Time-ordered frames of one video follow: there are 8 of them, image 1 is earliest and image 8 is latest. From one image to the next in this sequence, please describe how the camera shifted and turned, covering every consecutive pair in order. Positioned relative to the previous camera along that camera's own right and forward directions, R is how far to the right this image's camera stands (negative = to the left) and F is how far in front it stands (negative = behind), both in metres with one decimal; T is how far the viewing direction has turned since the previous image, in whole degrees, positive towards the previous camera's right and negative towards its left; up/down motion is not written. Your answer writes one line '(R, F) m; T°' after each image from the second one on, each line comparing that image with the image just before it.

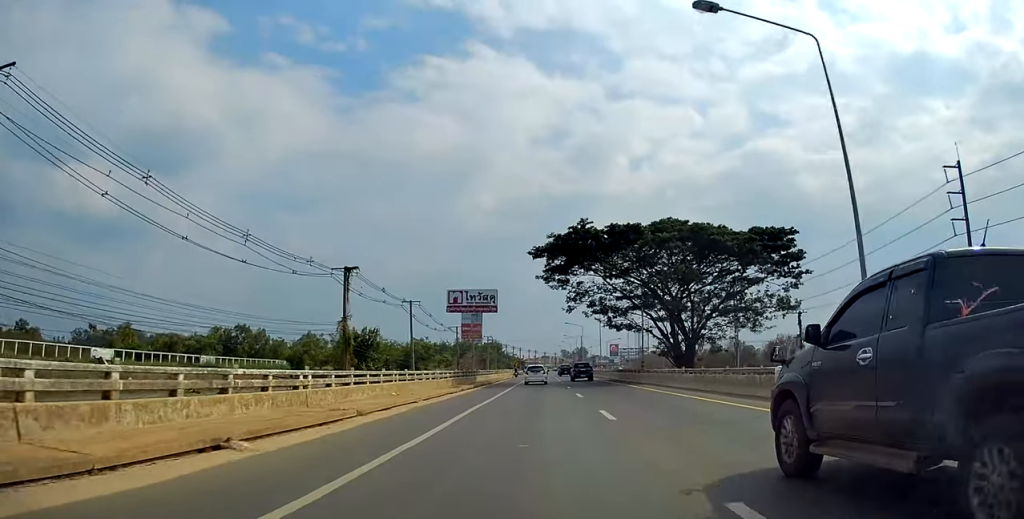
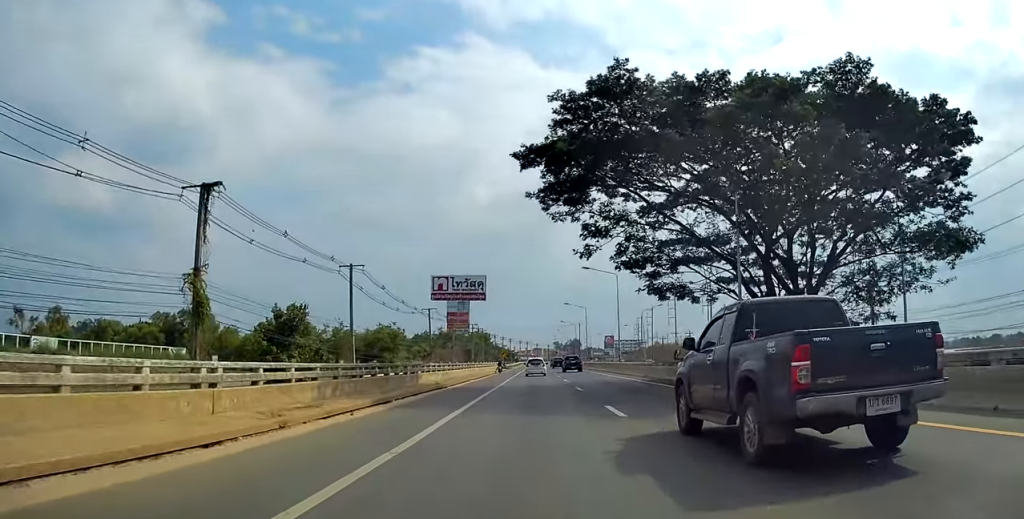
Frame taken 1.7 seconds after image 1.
(-1.4, +25.9) m; -1°
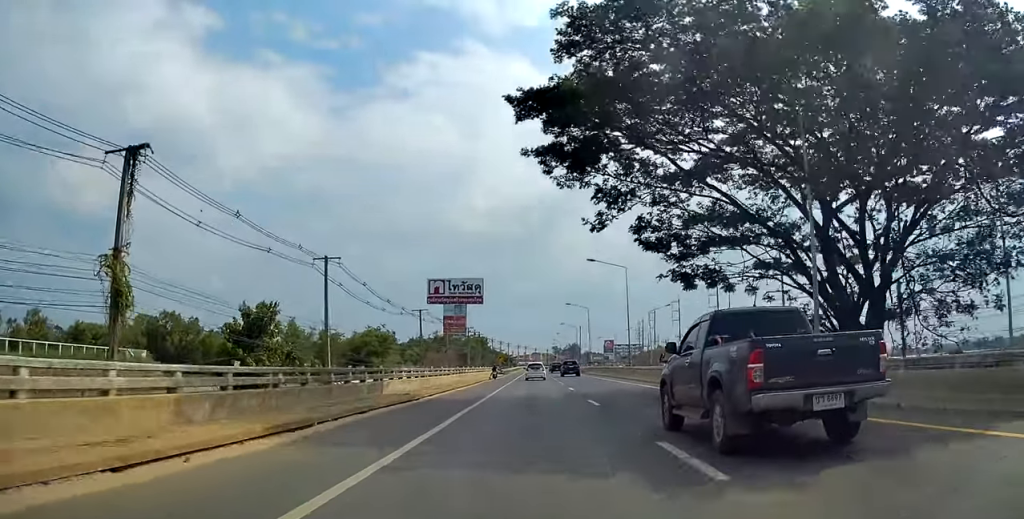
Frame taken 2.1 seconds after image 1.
(0.0, +7.0) m; +1°
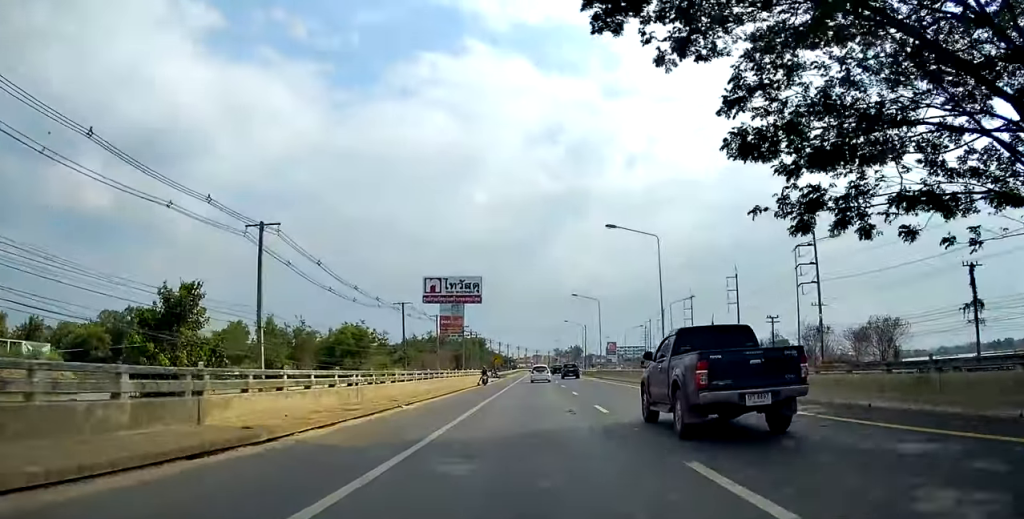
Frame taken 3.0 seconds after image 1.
(+0.6, +14.2) m; 0°
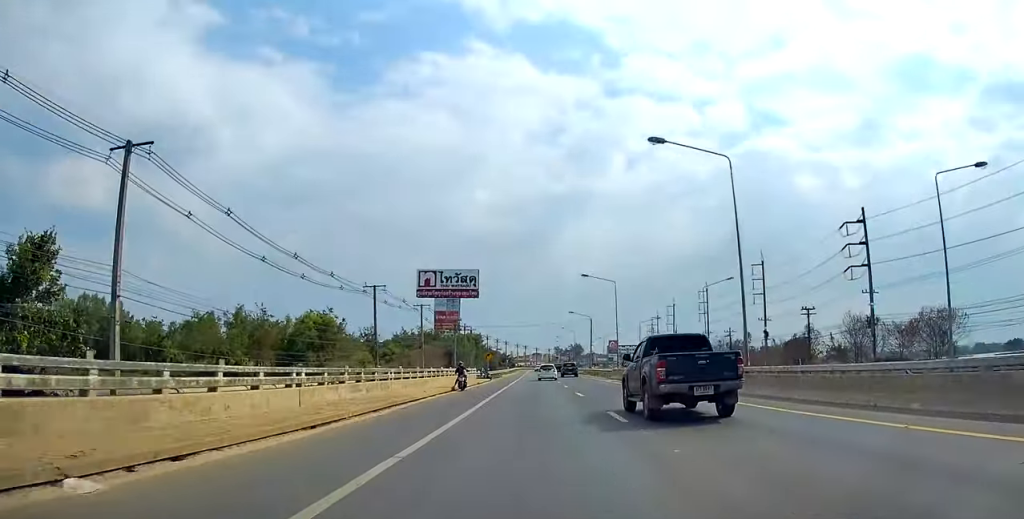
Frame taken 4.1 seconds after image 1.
(-0.7, +16.1) m; 0°
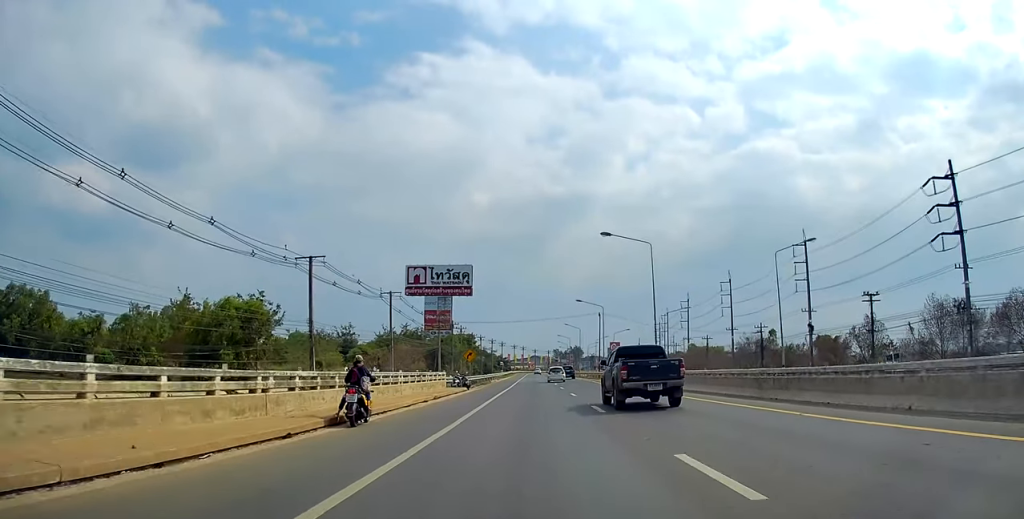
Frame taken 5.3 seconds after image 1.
(+1.1, +20.6) m; +3°
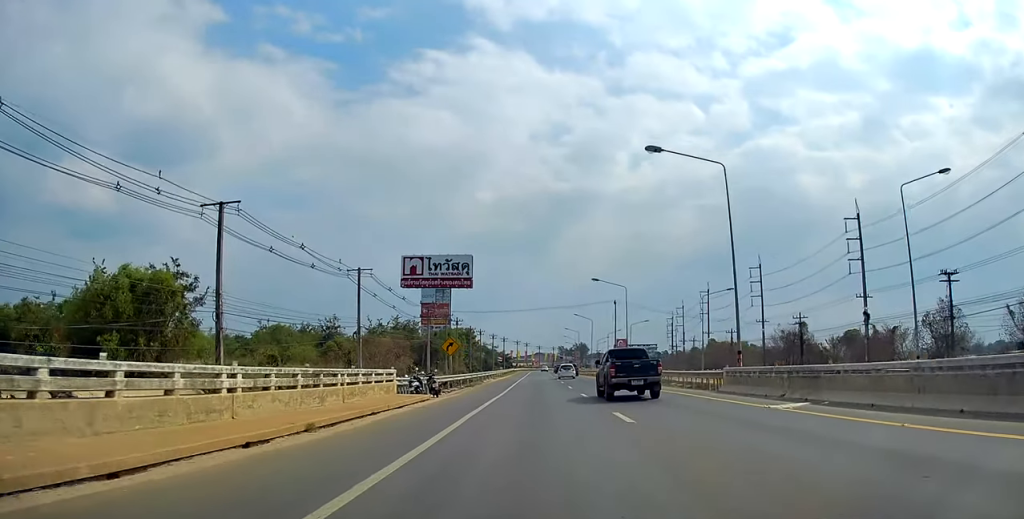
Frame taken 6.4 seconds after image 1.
(0.0, +16.3) m; 0°
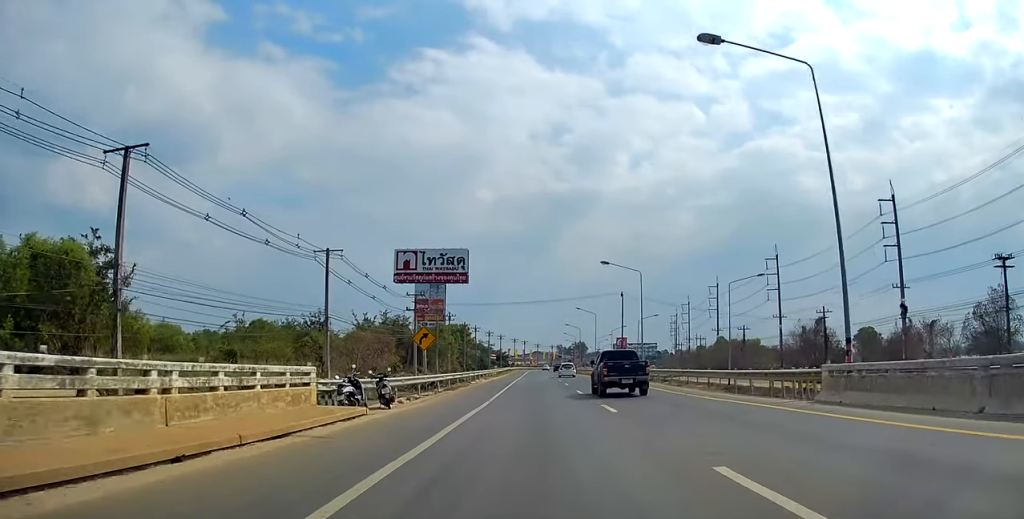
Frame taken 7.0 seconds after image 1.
(0.0, +9.6) m; 0°
